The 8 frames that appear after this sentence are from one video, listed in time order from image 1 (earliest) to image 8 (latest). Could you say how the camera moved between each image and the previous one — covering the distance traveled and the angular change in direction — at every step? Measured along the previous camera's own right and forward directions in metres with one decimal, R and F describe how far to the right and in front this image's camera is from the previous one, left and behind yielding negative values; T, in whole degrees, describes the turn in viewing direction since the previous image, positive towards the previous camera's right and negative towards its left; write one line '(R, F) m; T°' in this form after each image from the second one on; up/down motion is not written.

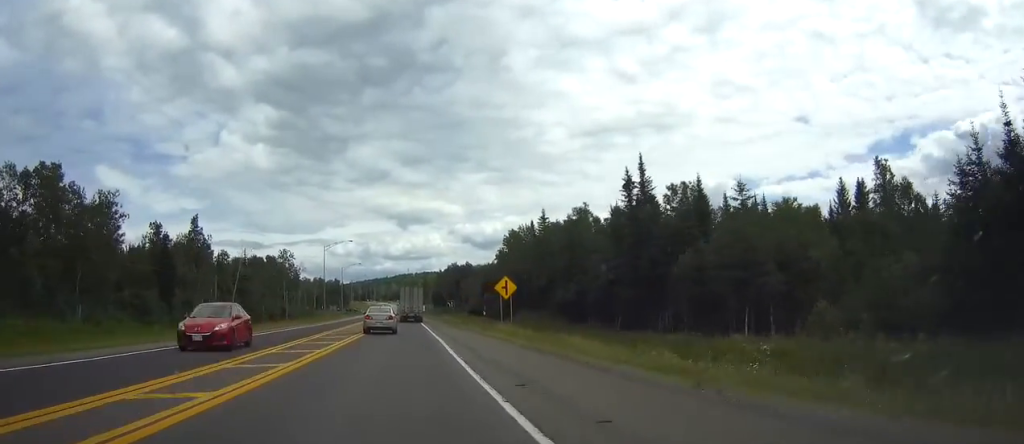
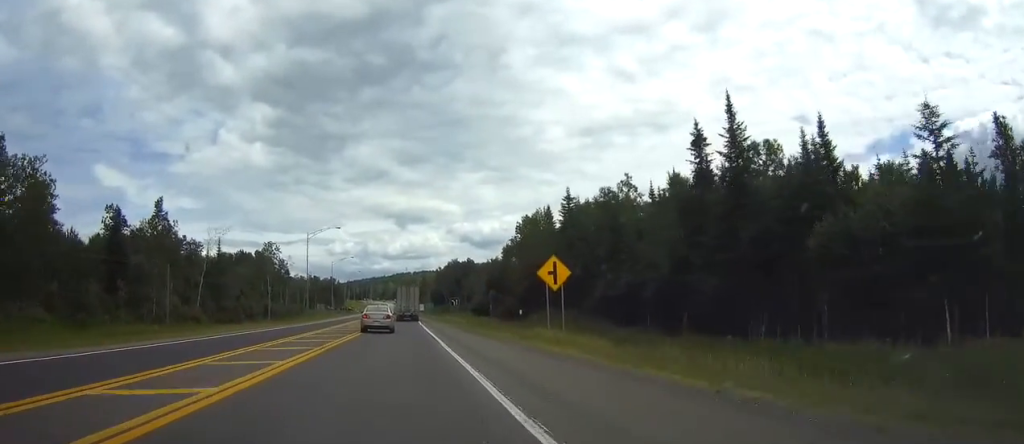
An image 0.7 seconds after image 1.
(0.0, +17.1) m; 0°
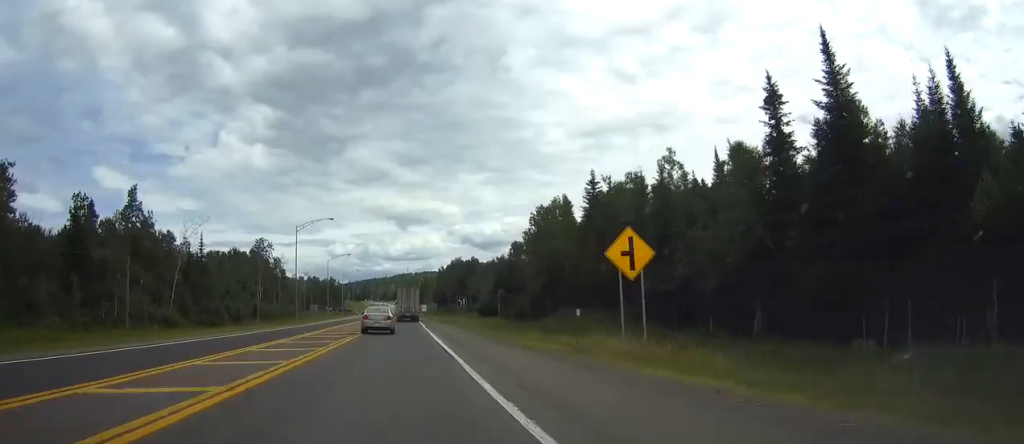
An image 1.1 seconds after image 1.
(0.0, +11.1) m; 0°
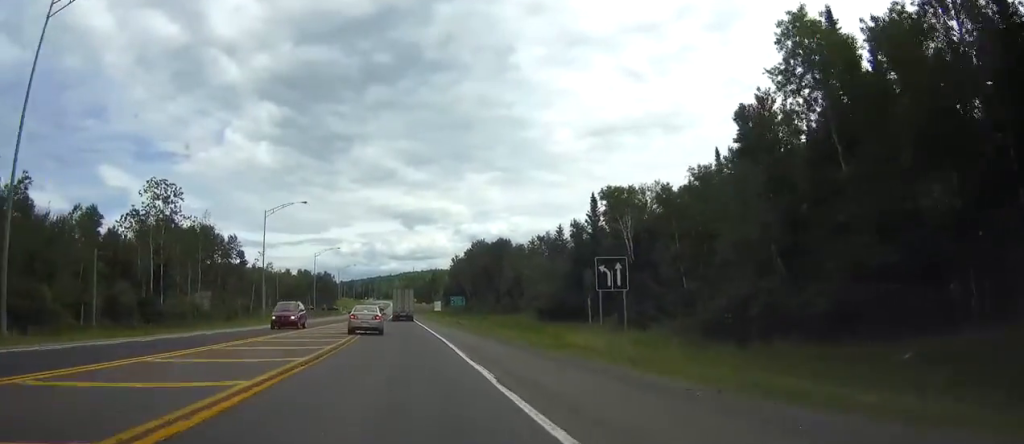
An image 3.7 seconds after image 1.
(-0.1, +67.5) m; 0°
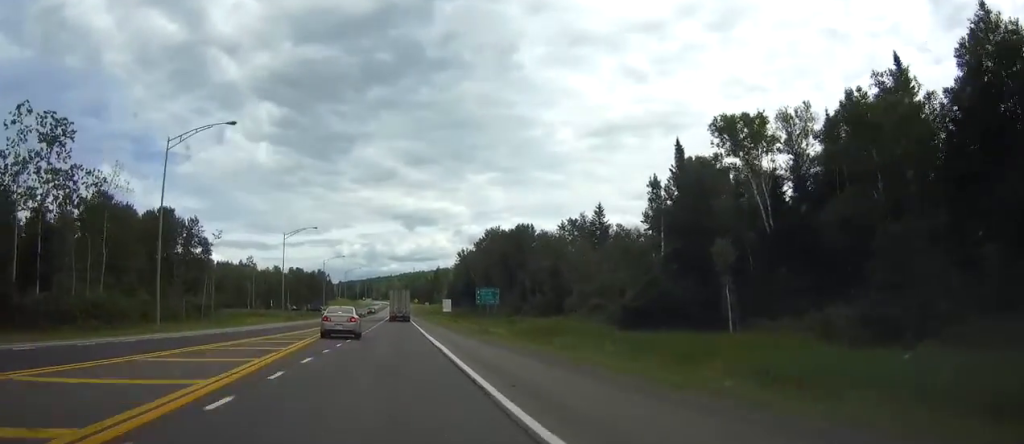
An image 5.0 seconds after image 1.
(0.0, +33.0) m; 0°
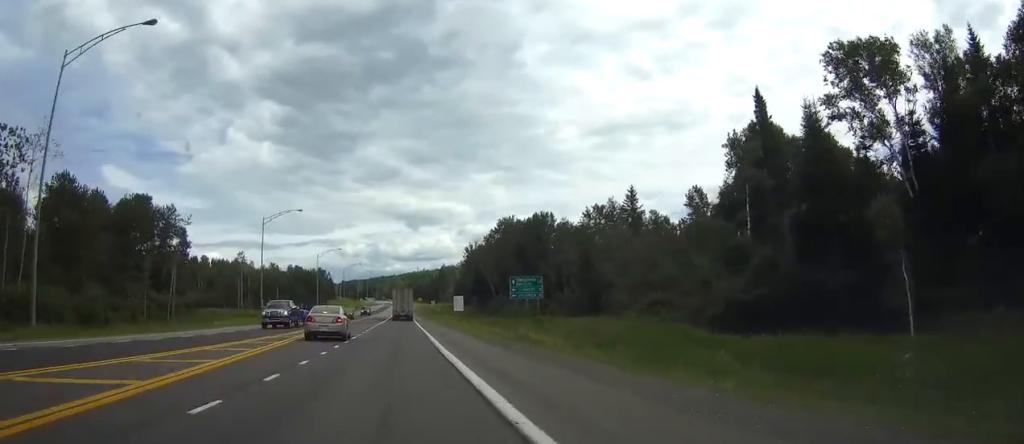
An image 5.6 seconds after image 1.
(0.0, +16.7) m; 0°
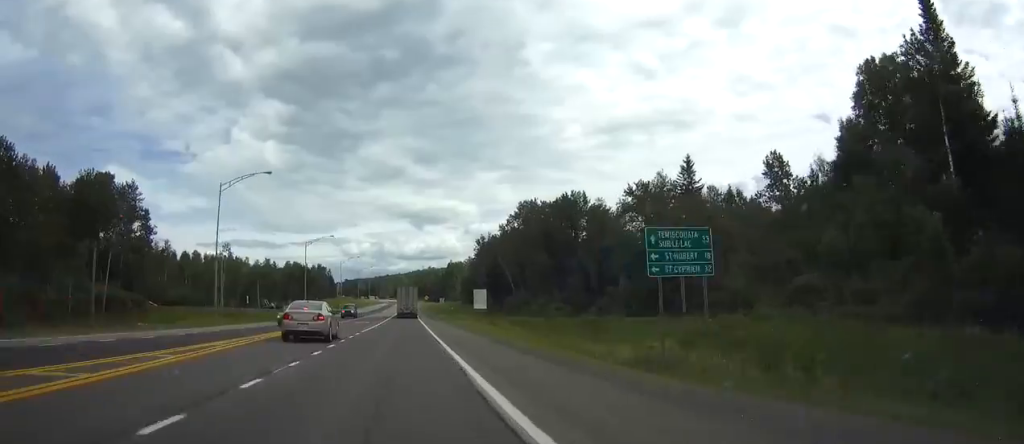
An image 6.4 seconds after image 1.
(-0.1, +21.4) m; 0°
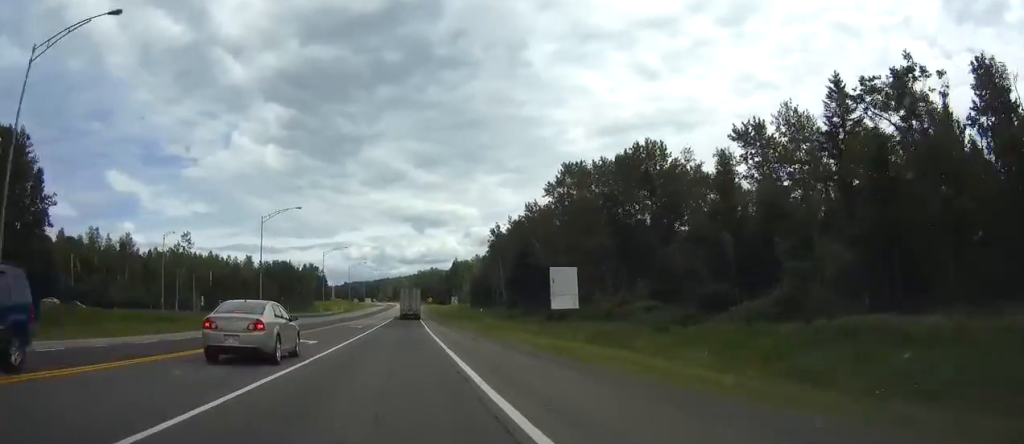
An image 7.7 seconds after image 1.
(-0.2, +35.1) m; 0°
